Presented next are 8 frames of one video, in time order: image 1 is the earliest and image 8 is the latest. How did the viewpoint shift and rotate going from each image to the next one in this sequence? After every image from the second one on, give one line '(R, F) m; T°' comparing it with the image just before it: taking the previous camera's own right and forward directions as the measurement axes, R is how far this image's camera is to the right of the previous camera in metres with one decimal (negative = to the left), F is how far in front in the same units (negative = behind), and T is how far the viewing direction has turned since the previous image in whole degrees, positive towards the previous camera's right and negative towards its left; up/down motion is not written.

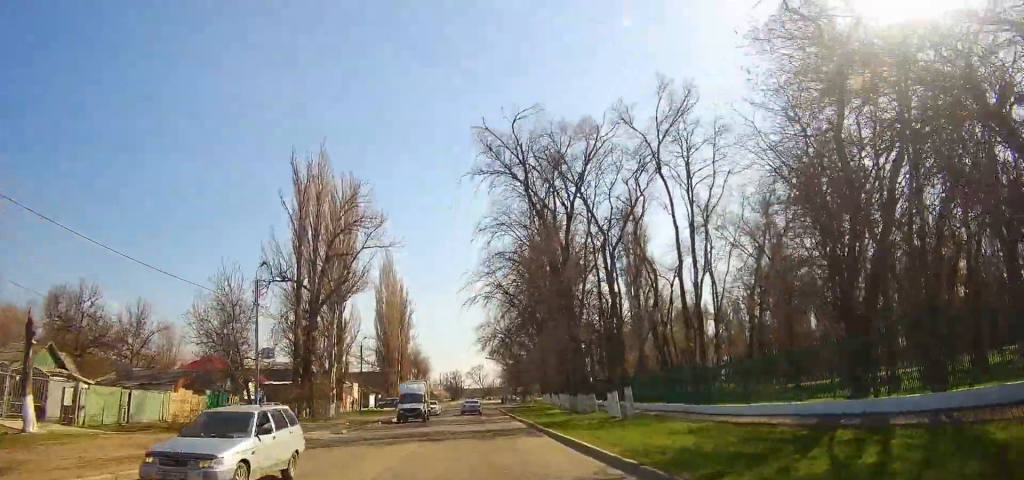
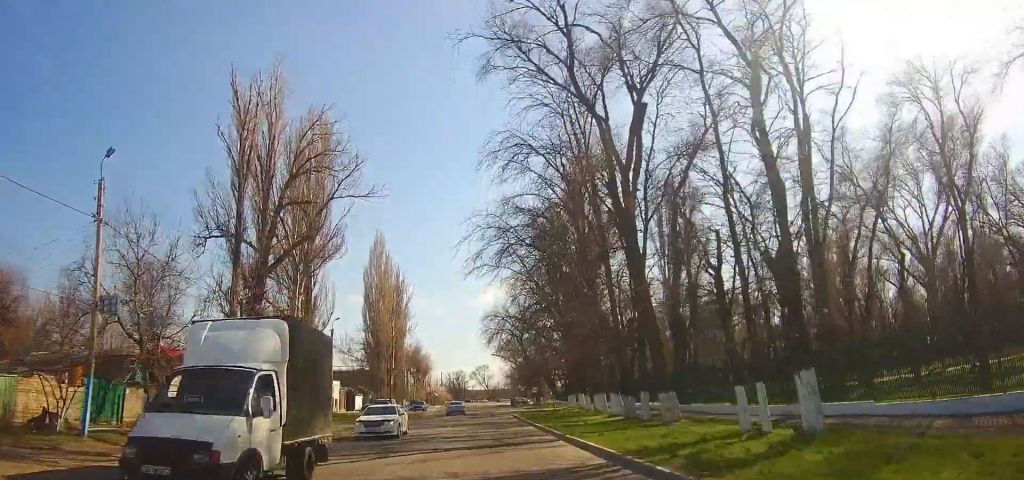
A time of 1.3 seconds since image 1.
(0.0, +15.3) m; 0°
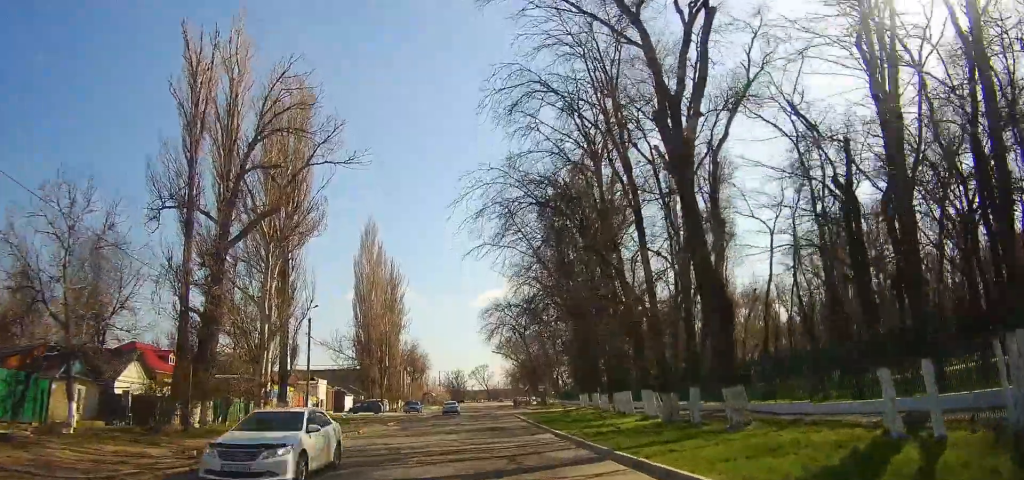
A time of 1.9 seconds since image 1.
(0.0, +6.8) m; 0°
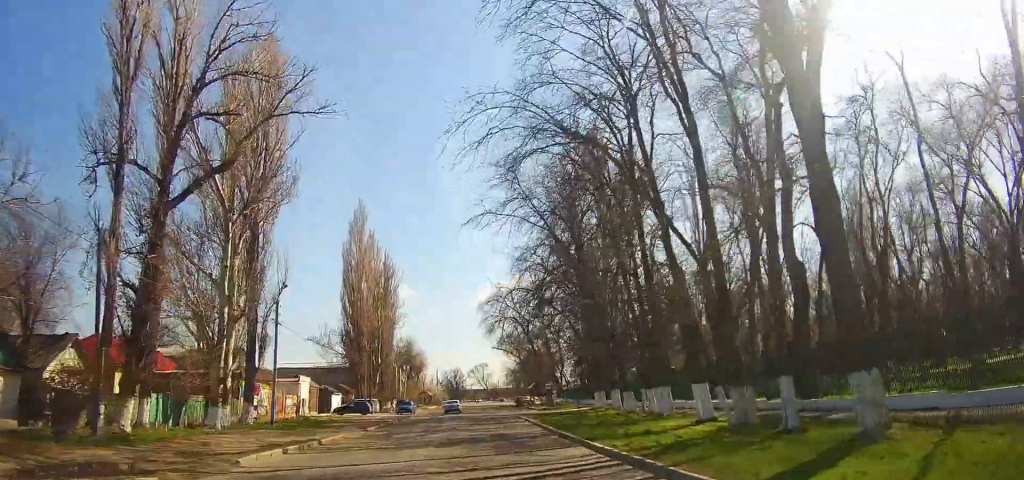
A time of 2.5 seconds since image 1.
(0.0, +7.1) m; 0°
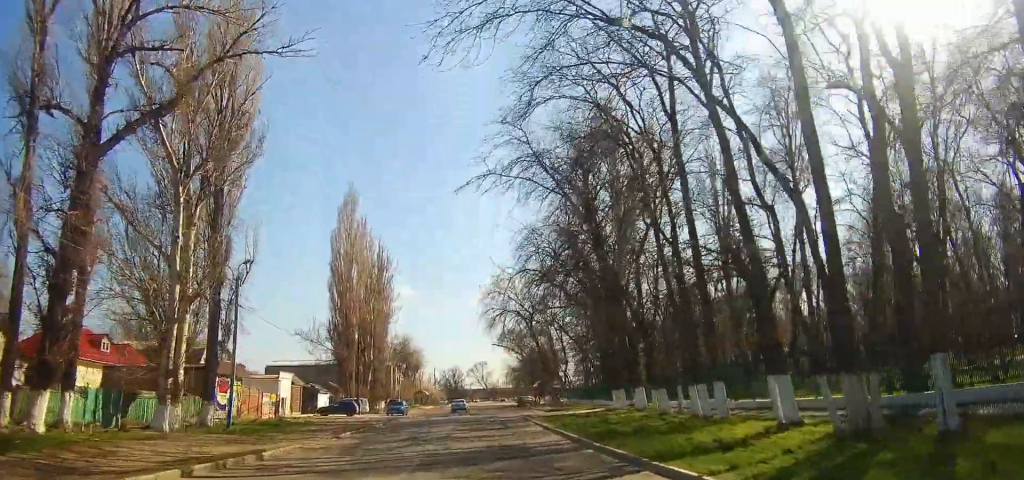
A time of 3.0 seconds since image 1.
(0.0, +6.3) m; 0°
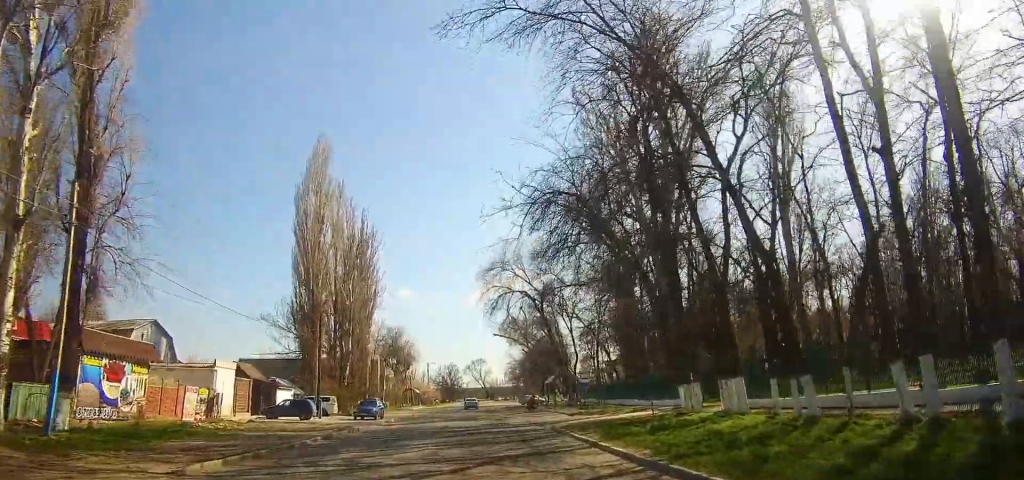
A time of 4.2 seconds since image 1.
(0.0, +13.8) m; 0°
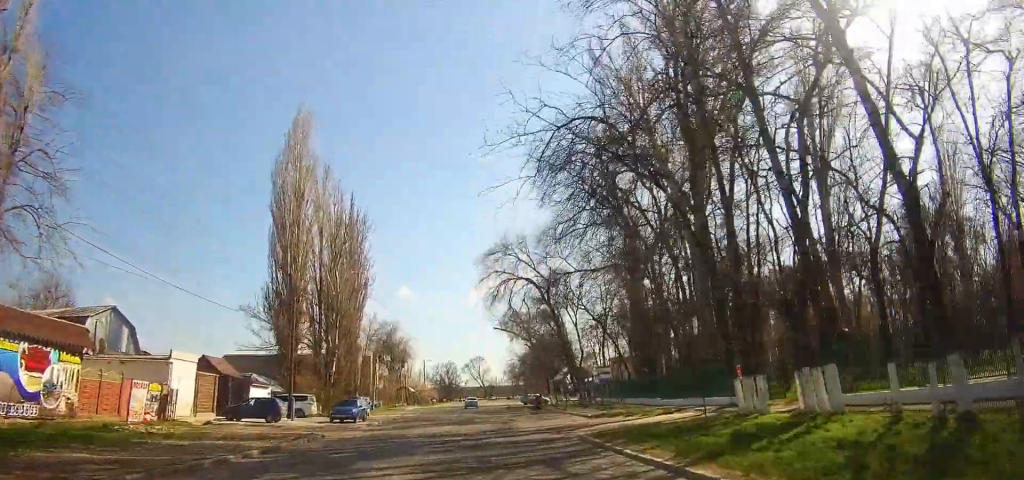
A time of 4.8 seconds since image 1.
(0.0, +6.7) m; 0°
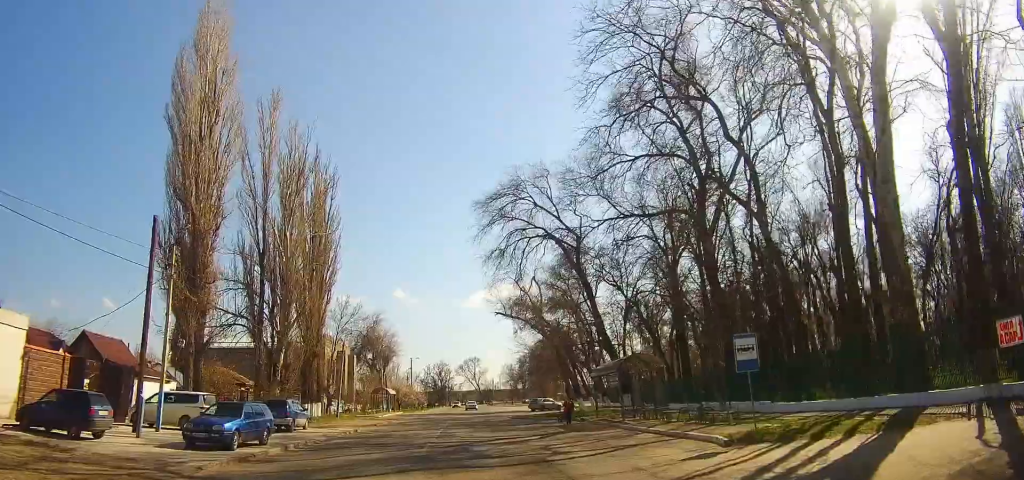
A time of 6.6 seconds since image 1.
(+0.1, +18.0) m; +1°
